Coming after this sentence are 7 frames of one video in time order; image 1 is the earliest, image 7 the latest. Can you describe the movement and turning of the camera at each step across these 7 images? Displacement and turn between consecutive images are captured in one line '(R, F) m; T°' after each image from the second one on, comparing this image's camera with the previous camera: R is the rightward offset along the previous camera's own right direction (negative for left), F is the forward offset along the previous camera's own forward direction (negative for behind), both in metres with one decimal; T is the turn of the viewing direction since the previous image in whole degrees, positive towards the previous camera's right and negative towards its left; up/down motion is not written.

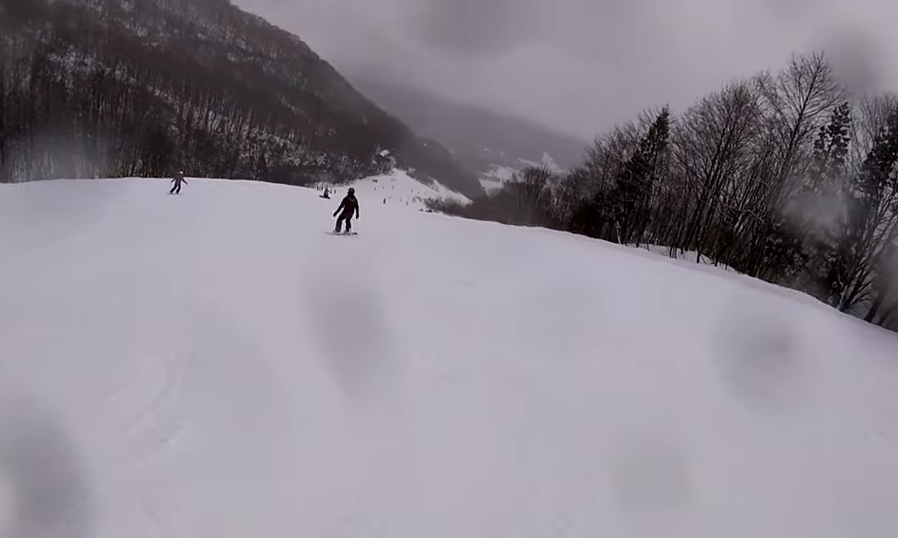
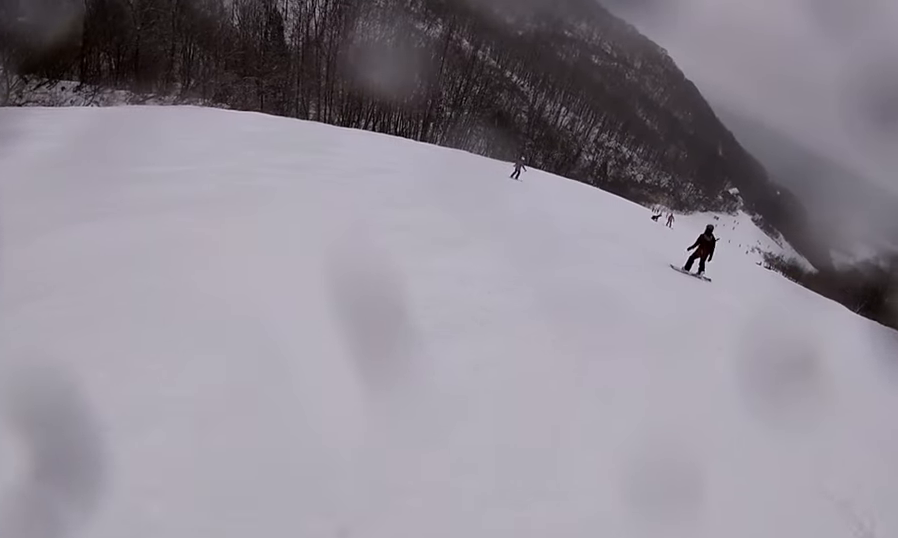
(-0.8, +4.8) m; -32°
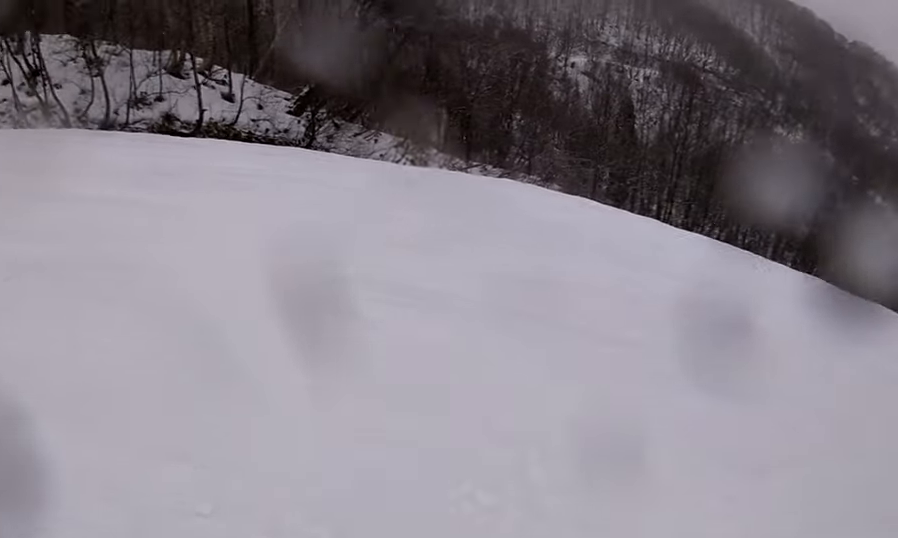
(-2.1, +5.0) m; -24°
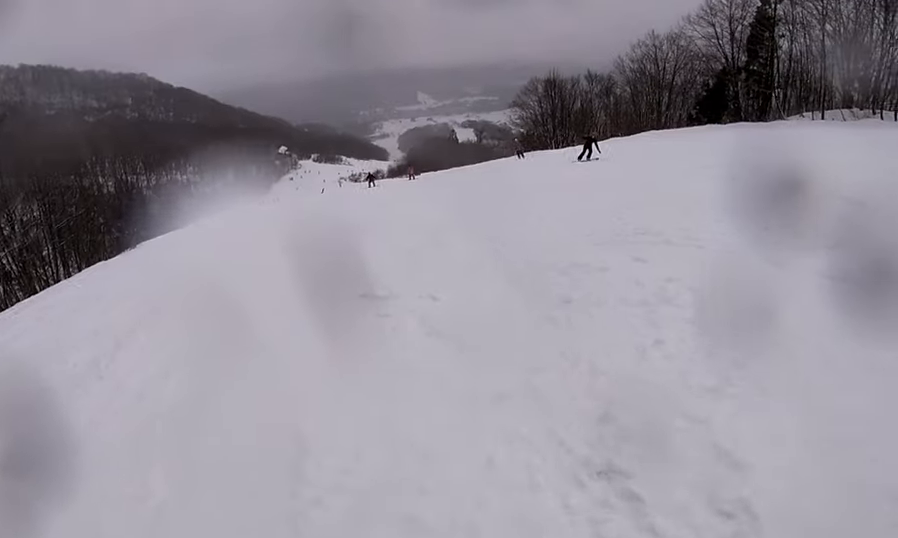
(+6.1, +14.5) m; +68°
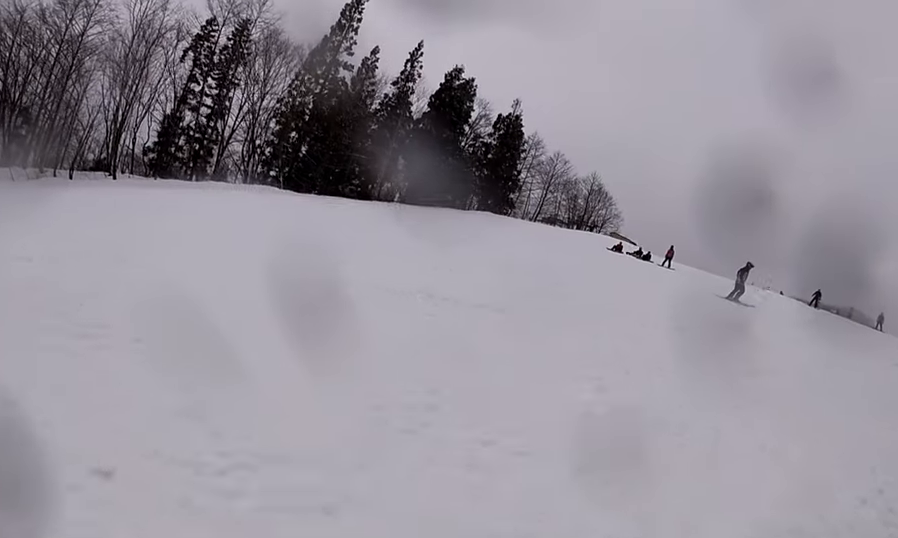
(+3.1, +7.5) m; +35°
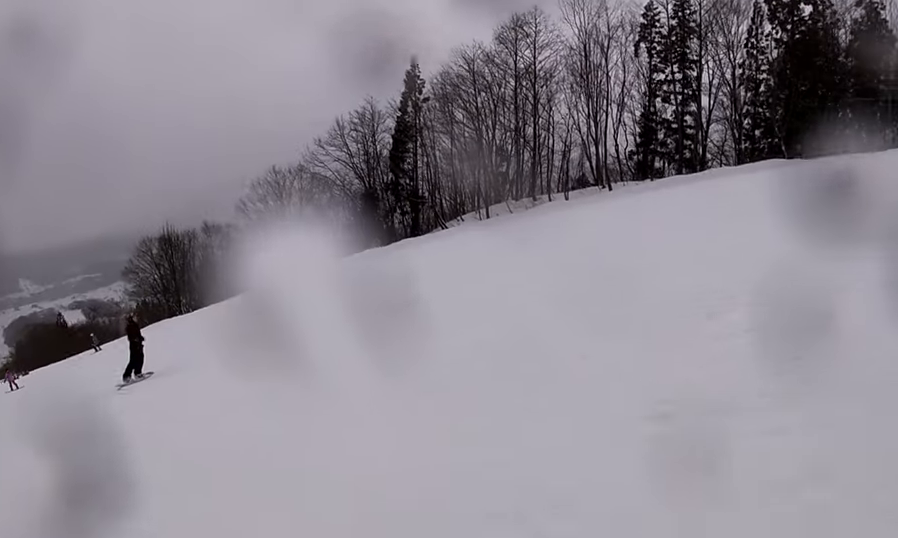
(+0.2, +3.2) m; +10°
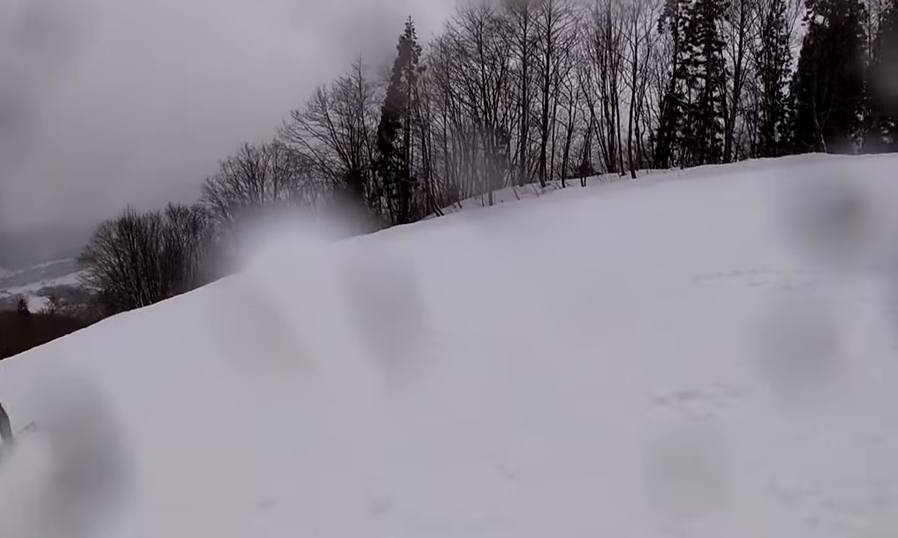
(+1.1, +4.8) m; +13°
